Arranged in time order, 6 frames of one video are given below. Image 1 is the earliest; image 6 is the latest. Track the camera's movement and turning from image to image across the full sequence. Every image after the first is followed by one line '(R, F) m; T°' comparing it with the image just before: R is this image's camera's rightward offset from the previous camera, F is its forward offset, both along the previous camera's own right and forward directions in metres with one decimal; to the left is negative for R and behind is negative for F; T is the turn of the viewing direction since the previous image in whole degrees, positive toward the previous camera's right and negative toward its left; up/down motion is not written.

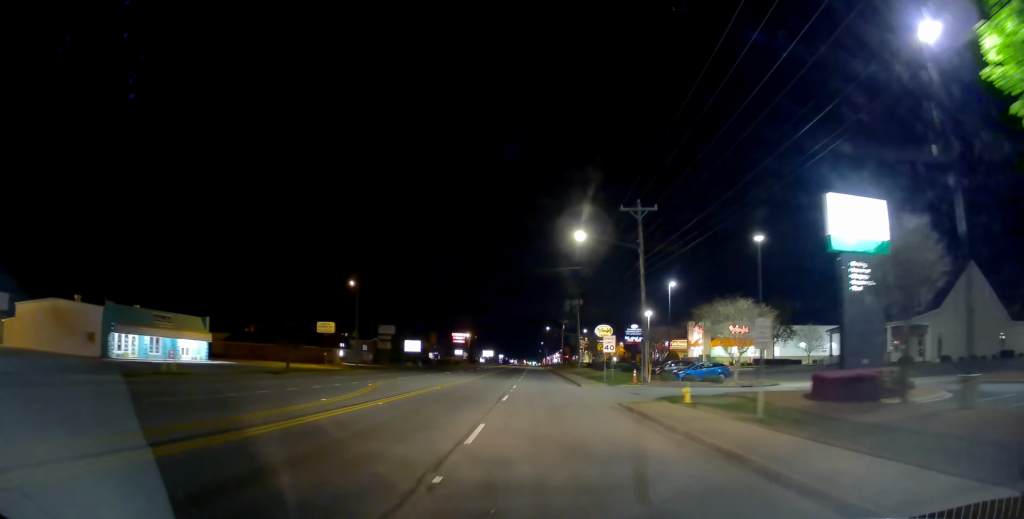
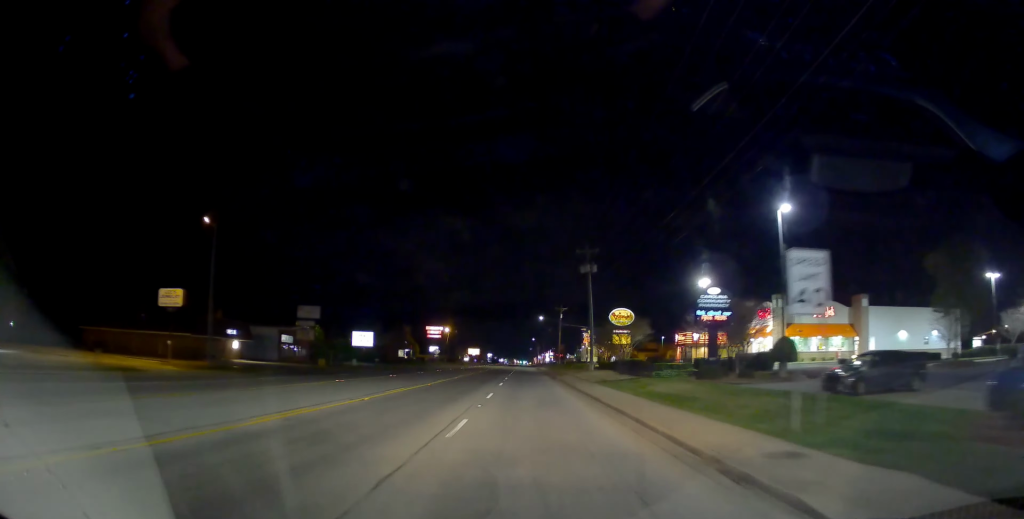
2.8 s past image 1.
(+1.3, +31.5) m; +3°
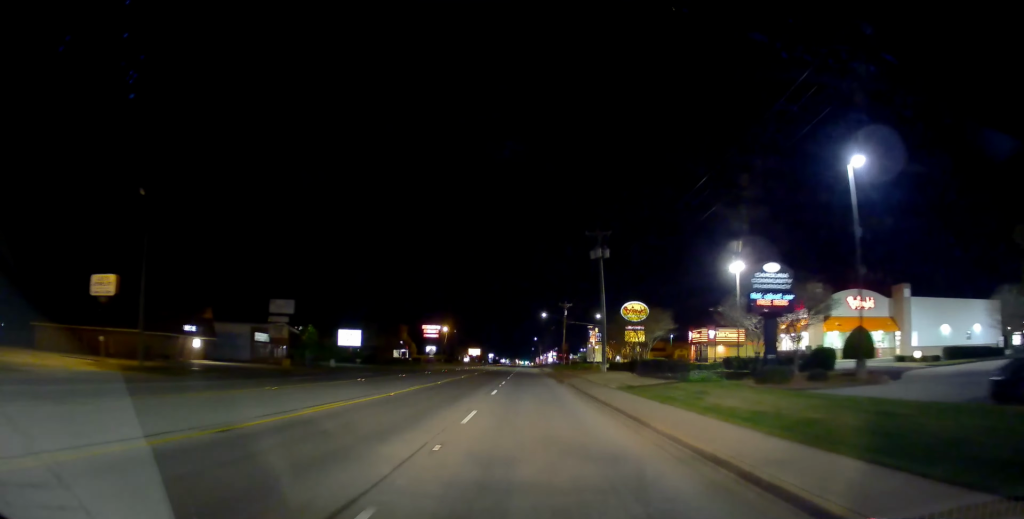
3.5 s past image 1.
(-0.1, +8.3) m; -1°
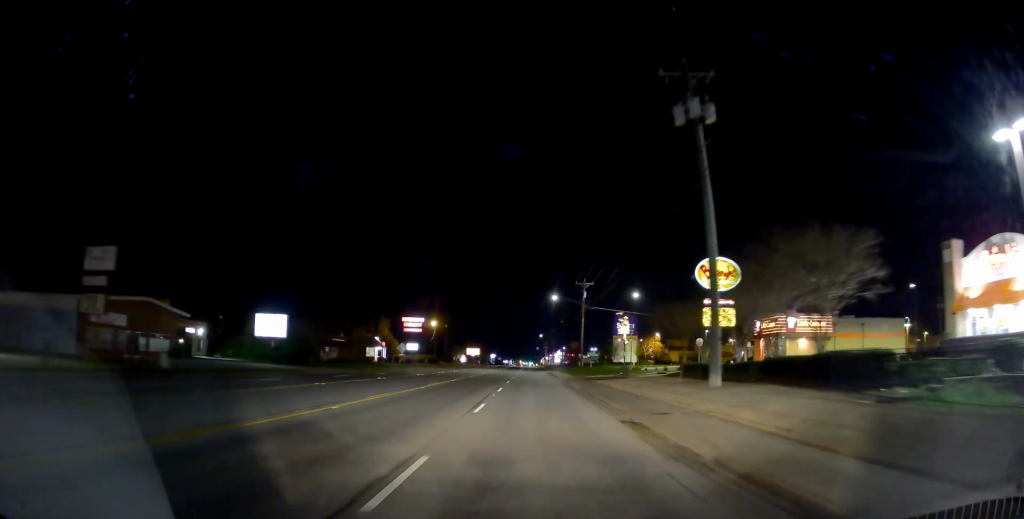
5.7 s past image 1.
(+0.3, +29.6) m; +1°
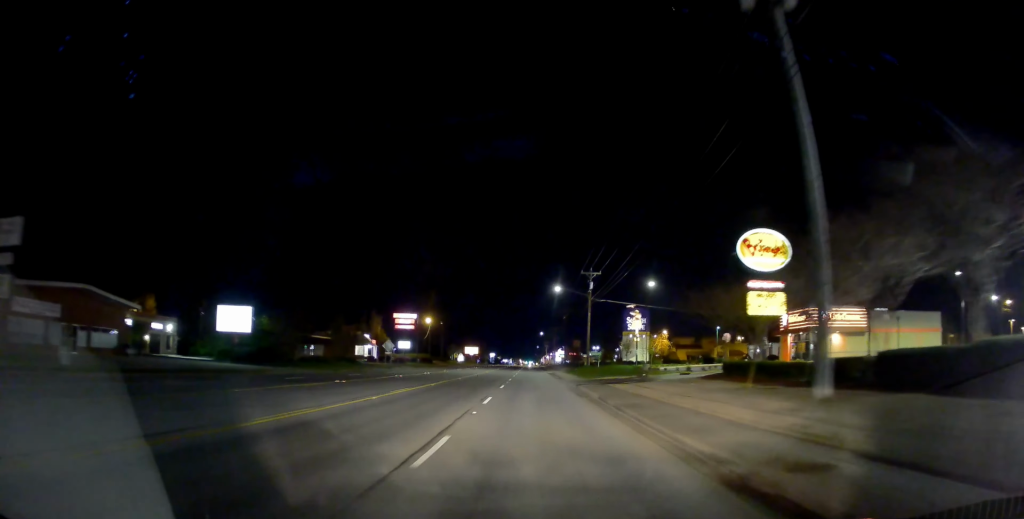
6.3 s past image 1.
(0.0, +8.3) m; 0°
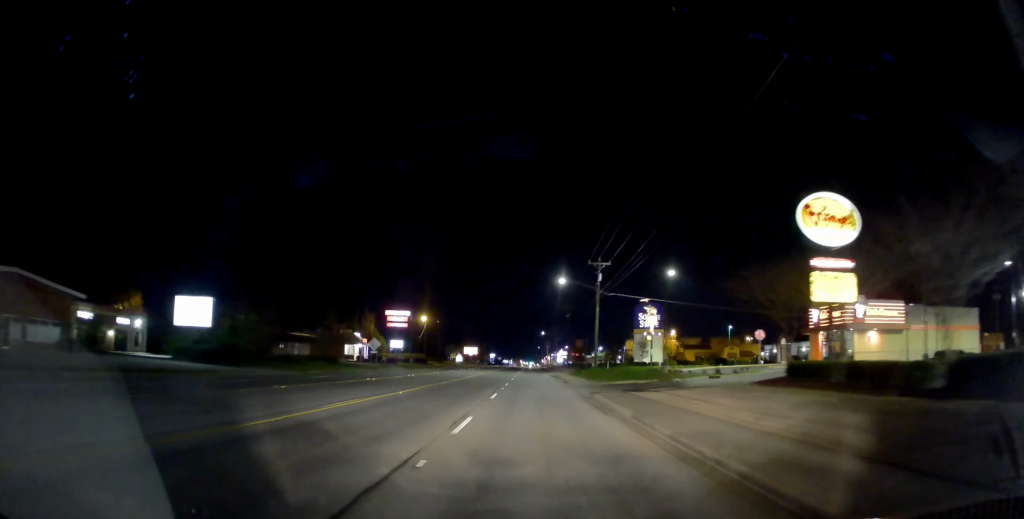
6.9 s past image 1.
(0.0, +7.7) m; -1°
